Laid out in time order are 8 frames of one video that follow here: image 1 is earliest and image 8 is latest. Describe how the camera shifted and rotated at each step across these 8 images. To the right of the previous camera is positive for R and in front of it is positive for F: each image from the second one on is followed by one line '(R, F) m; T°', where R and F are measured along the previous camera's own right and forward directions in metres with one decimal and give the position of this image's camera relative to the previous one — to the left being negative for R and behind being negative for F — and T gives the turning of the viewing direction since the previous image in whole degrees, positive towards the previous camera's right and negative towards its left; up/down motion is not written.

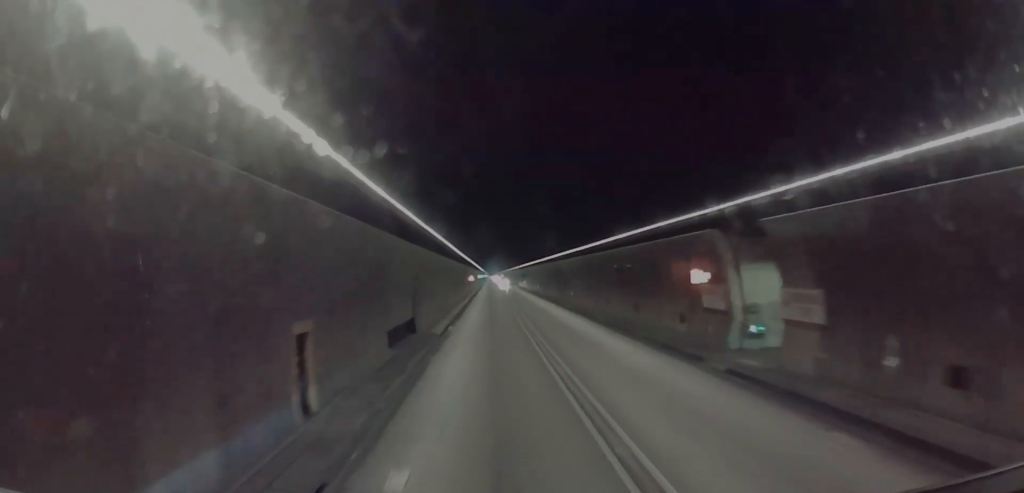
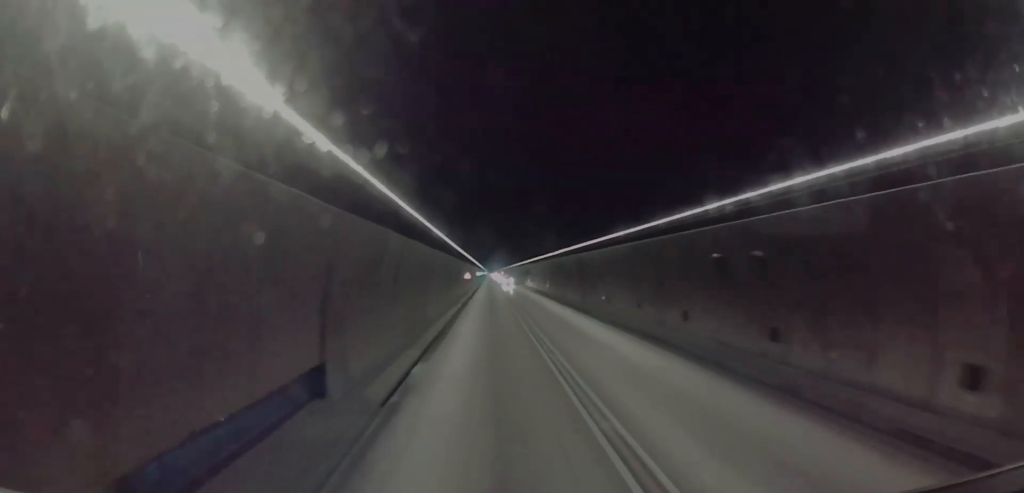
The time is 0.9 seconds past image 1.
(0.0, +15.0) m; -1°
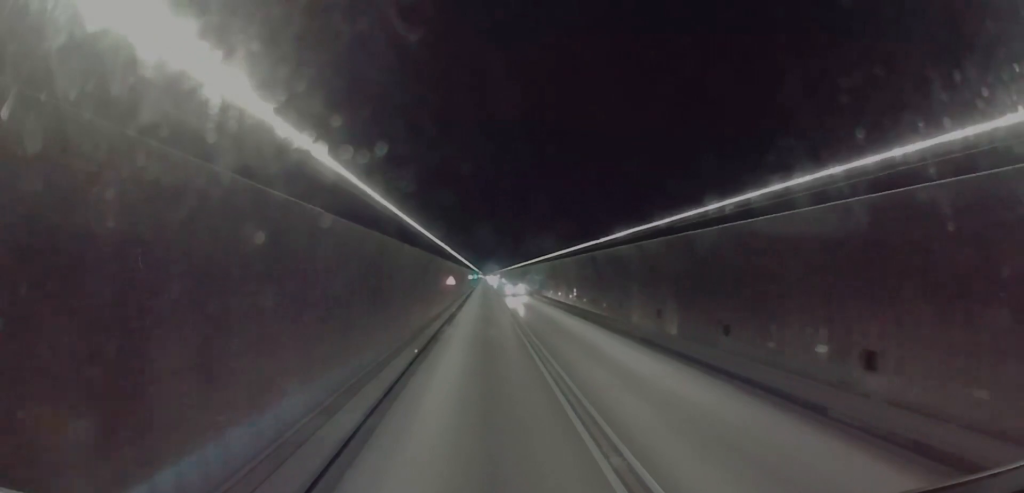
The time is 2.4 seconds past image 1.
(-0.7, +26.4) m; -1°
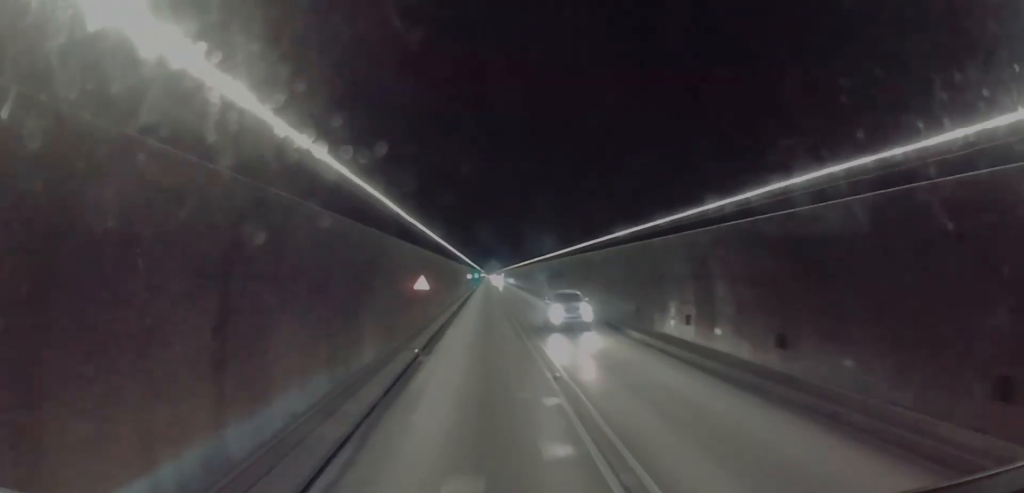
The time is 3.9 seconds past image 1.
(+0.8, +25.3) m; +2°
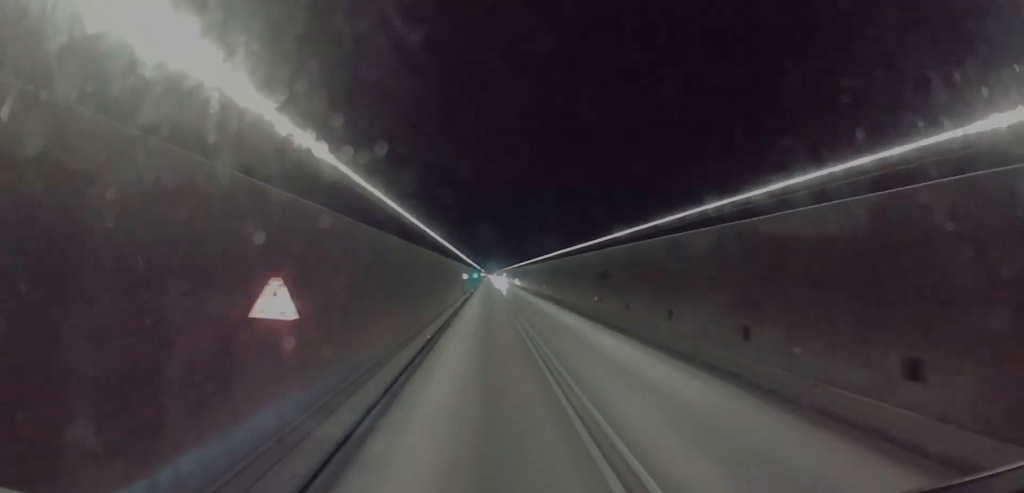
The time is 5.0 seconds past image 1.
(0.0, +19.9) m; 0°
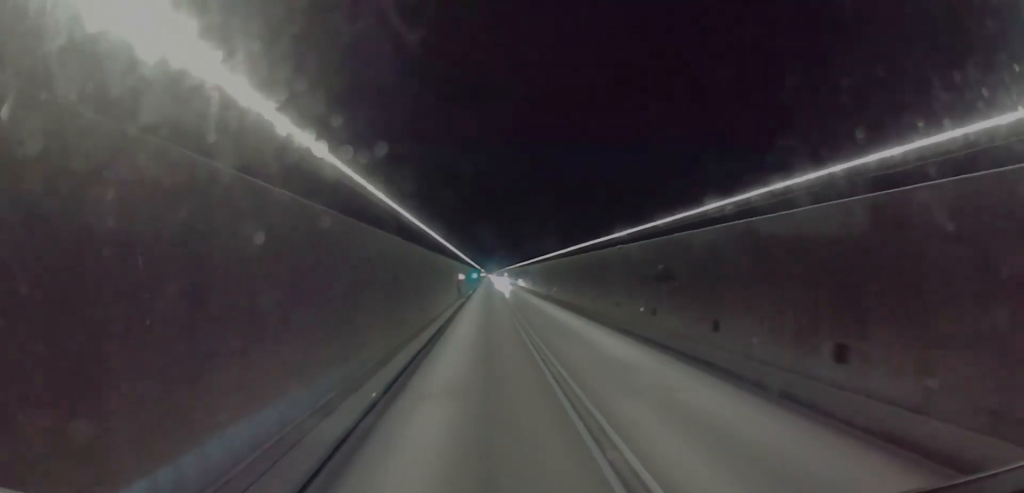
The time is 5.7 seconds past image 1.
(0.0, +11.8) m; 0°
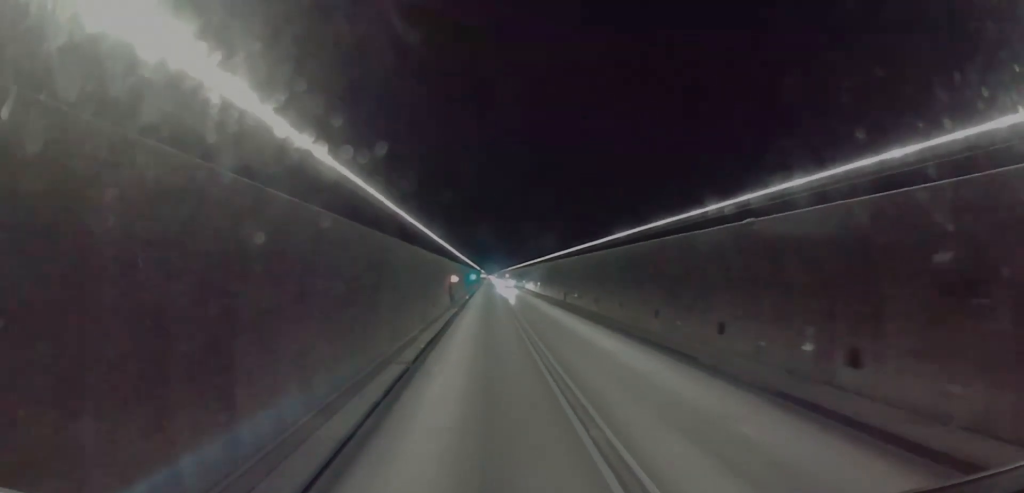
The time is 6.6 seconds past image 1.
(0.0, +15.0) m; 0°
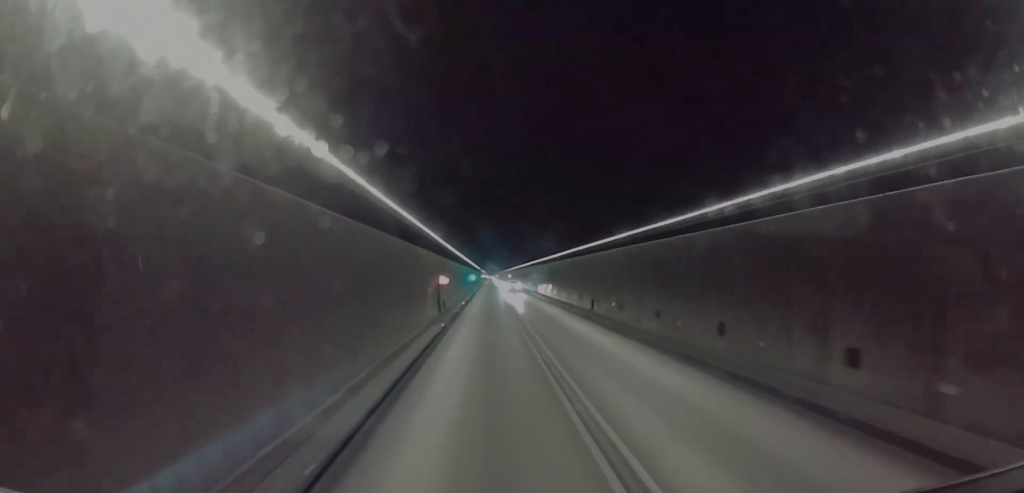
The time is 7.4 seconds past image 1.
(0.0, +14.7) m; 0°
